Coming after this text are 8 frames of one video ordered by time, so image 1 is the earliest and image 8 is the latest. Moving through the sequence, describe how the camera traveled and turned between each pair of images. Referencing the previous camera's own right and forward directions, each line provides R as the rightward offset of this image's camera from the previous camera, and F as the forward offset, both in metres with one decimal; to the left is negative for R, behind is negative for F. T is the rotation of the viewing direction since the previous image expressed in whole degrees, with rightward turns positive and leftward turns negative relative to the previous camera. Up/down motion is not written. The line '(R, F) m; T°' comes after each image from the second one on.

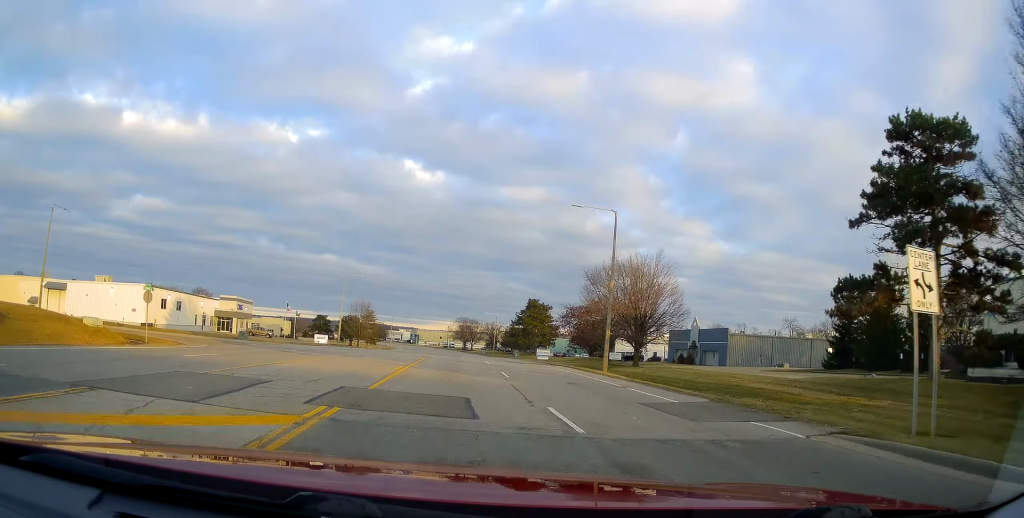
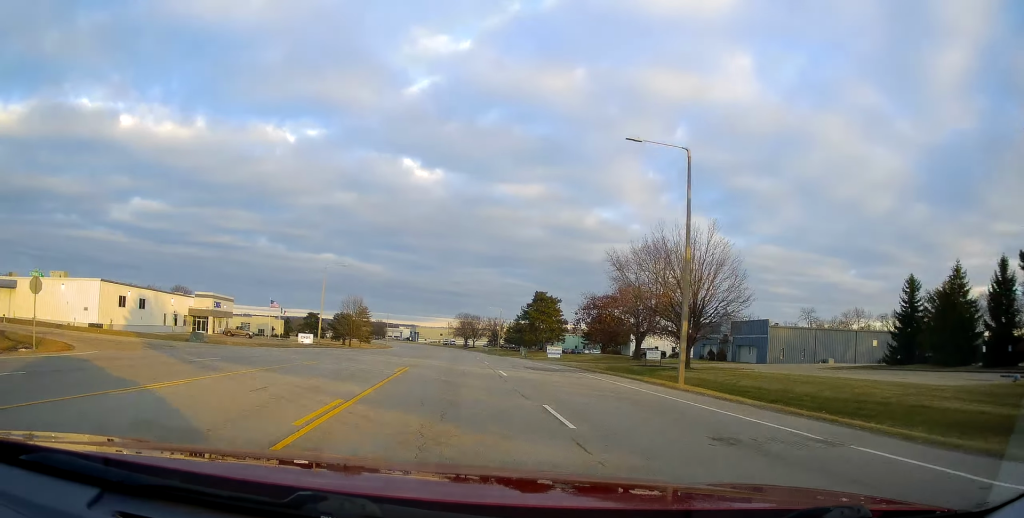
(+0.3, +11.7) m; +1°
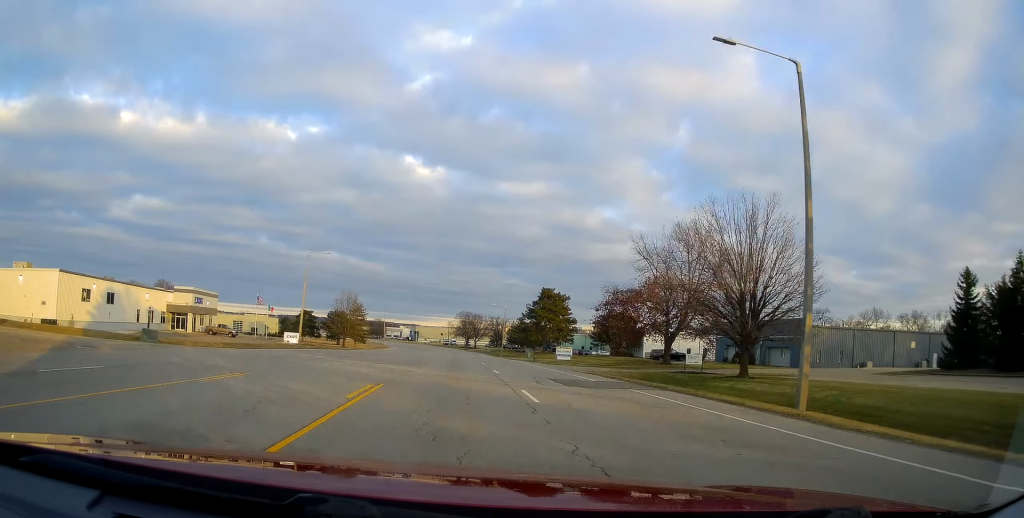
(0.0, +8.6) m; 0°
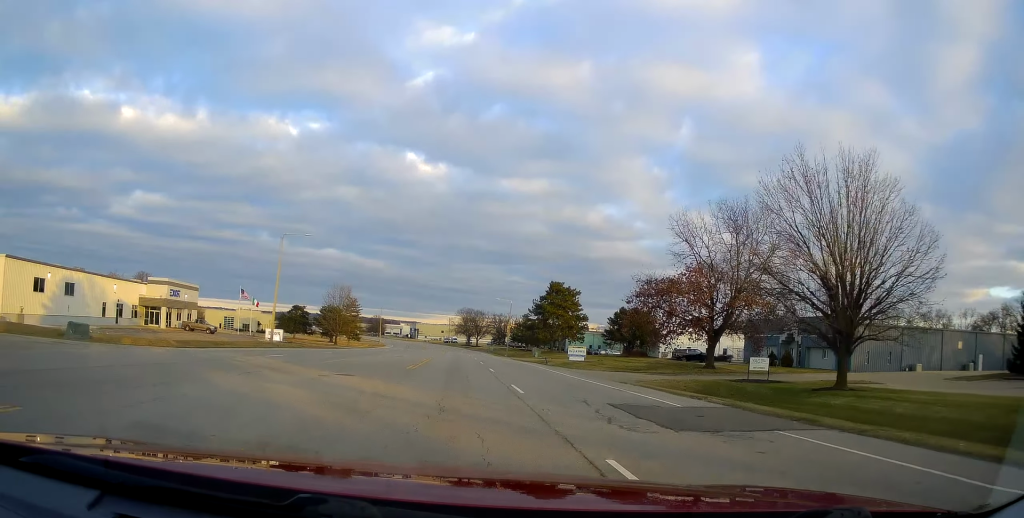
(-0.1, +9.3) m; 0°
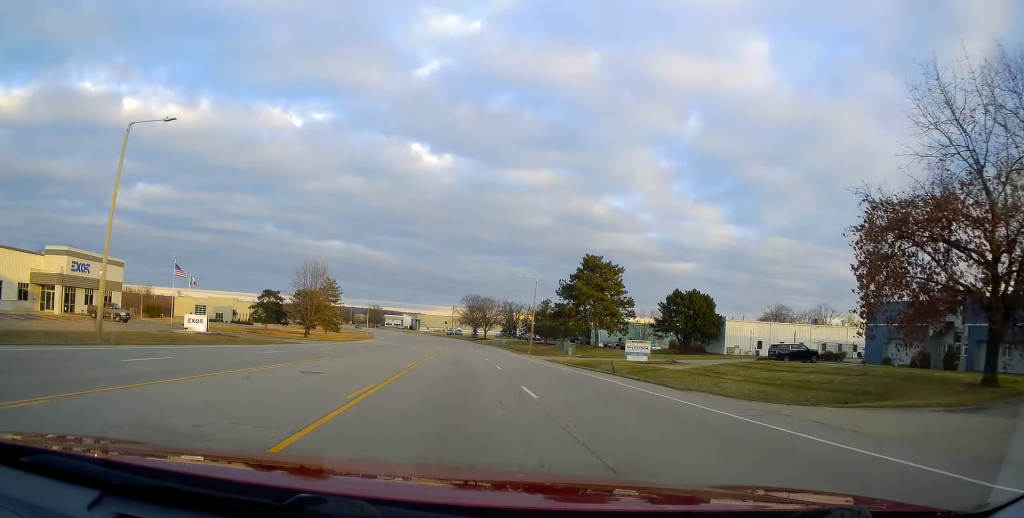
(-0.1, +26.5) m; 0°
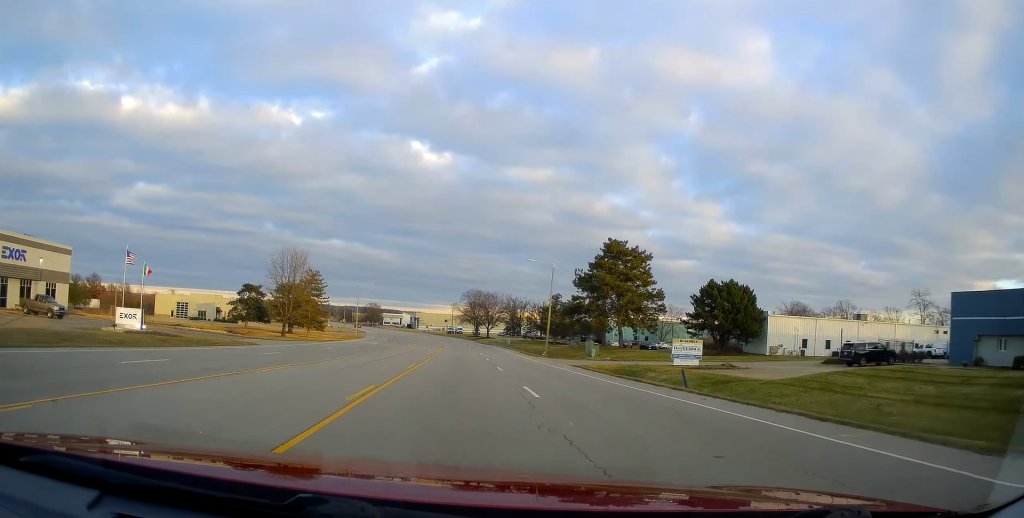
(-0.1, +12.4) m; 0°
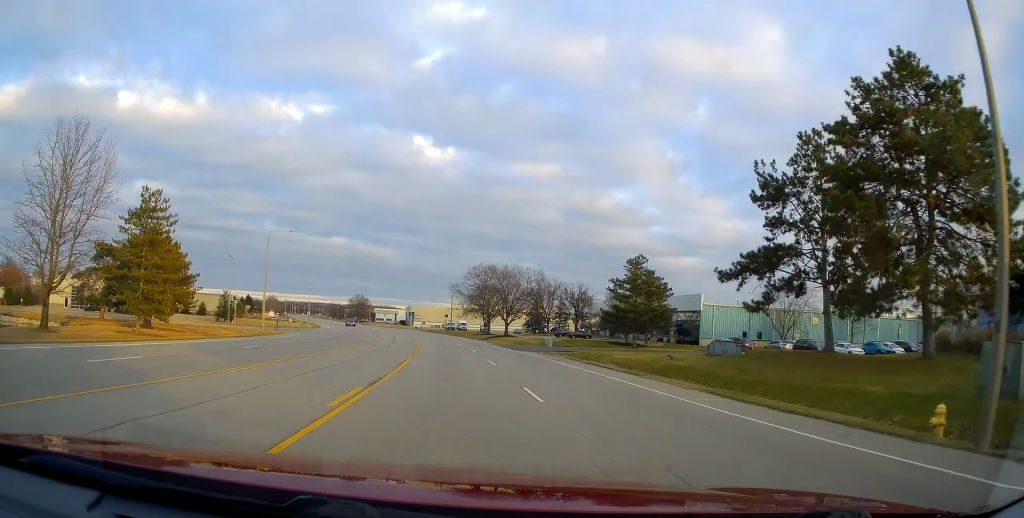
(-0.2, +50.3) m; -2°
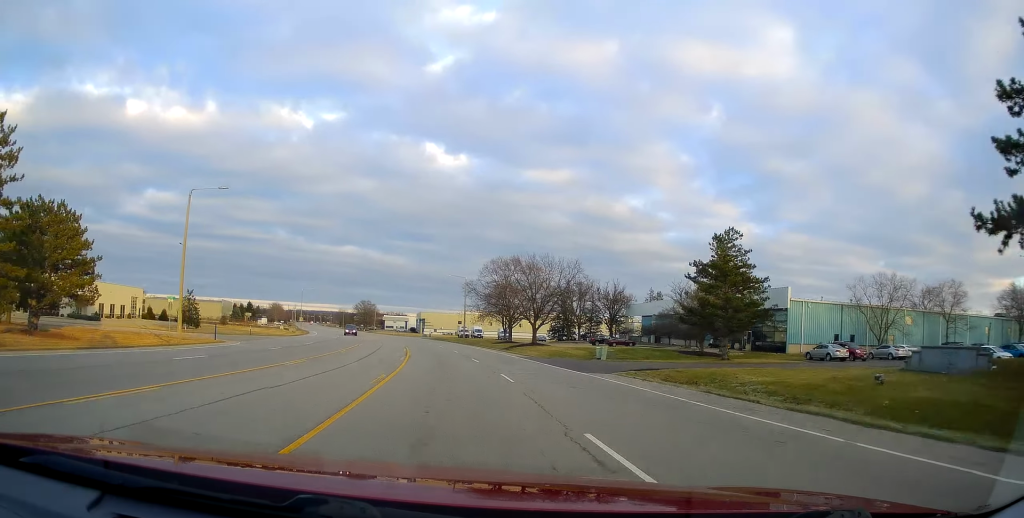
(-0.5, +19.1) m; -1°
